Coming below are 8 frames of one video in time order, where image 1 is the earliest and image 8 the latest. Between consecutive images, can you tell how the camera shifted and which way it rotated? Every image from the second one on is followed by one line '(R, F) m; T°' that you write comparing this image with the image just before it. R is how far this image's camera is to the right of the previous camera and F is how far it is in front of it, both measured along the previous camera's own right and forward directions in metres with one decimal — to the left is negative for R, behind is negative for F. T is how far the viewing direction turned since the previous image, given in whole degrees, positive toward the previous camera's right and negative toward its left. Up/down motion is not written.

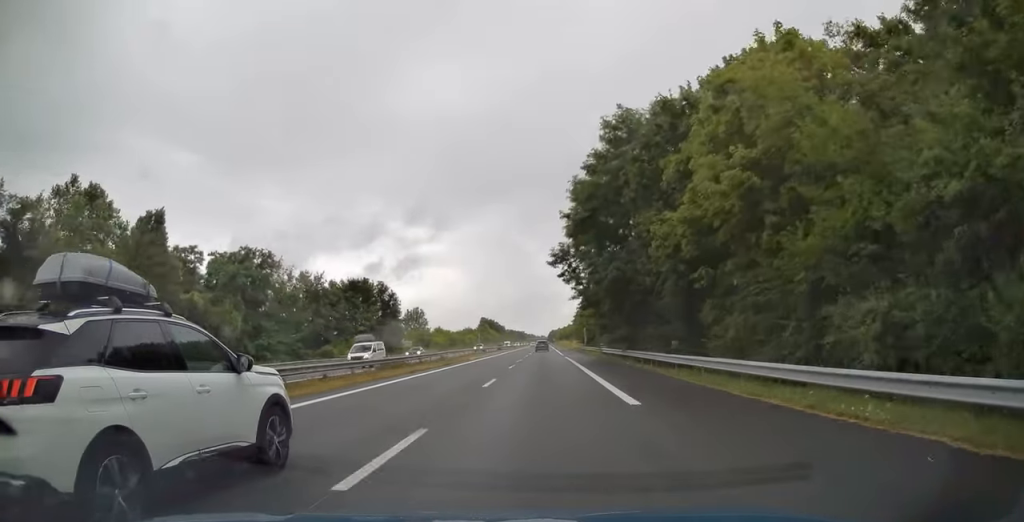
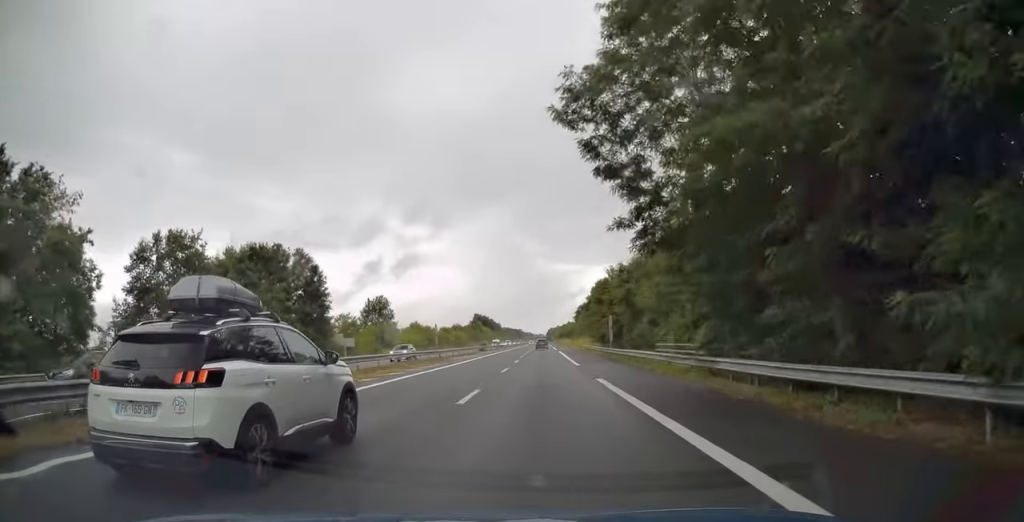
(0.0, +31.3) m; 0°
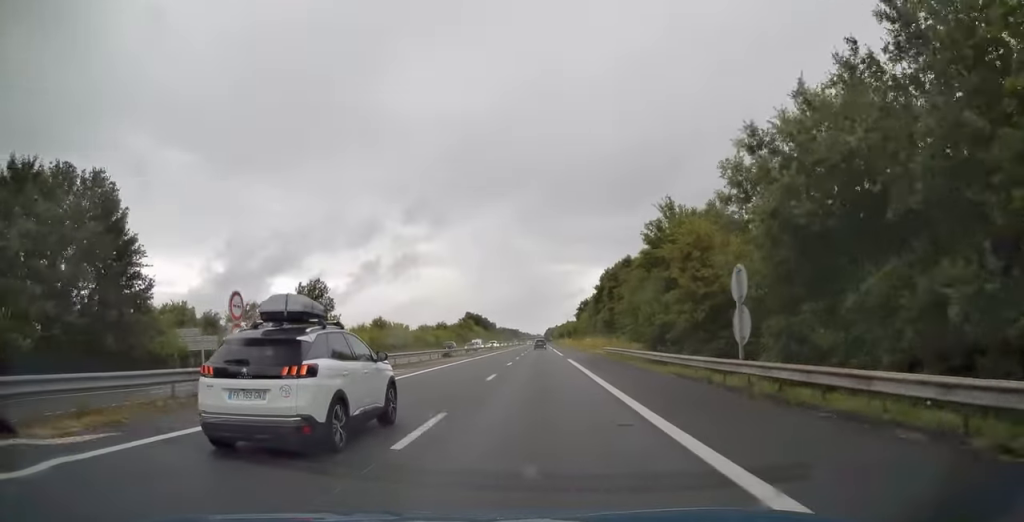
(0.0, +31.8) m; 0°
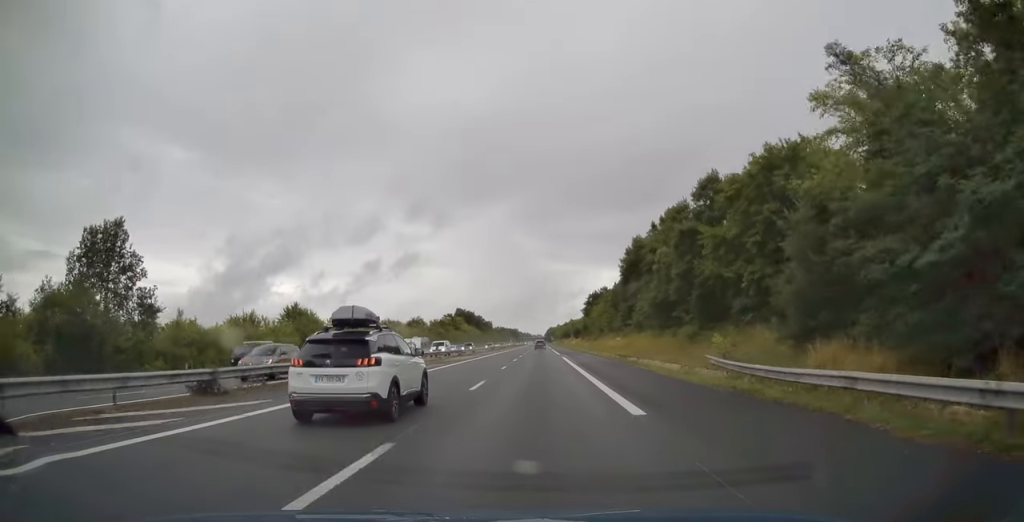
(+0.2, +42.4) m; 0°
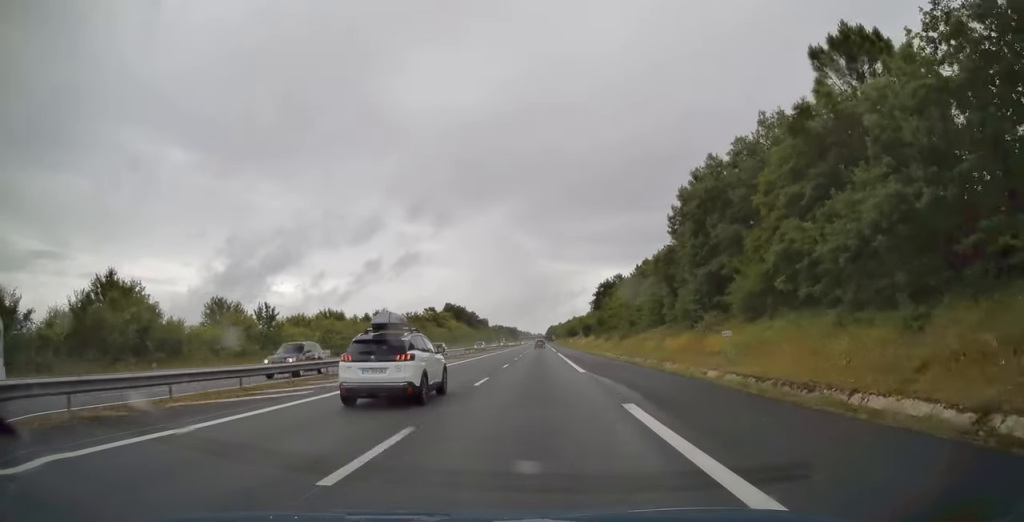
(0.0, +37.5) m; 0°
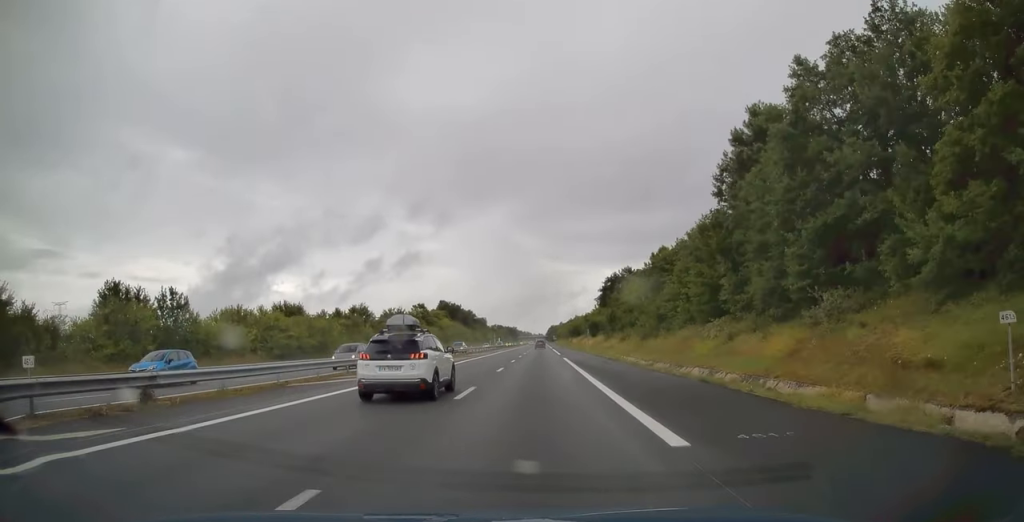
(0.0, +17.2) m; 0°
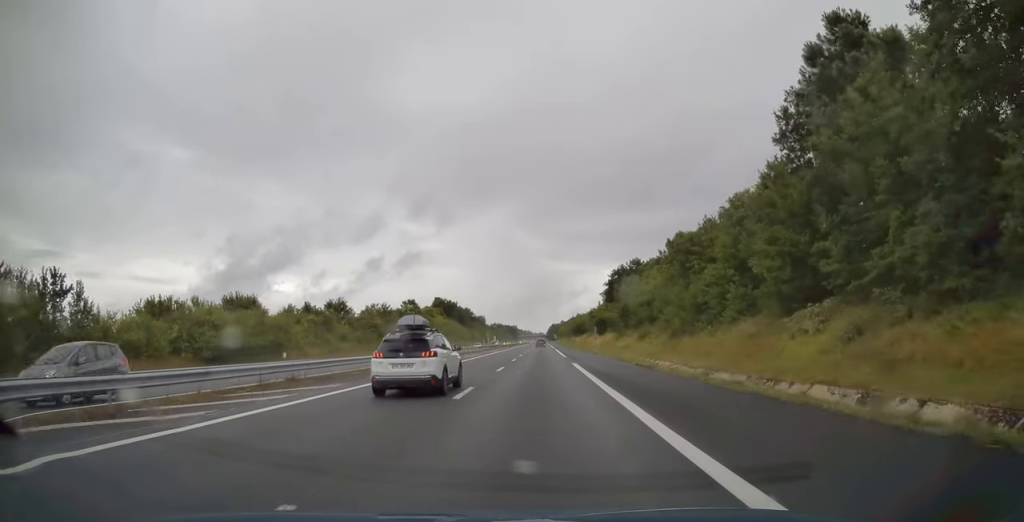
(0.0, +13.4) m; 0°
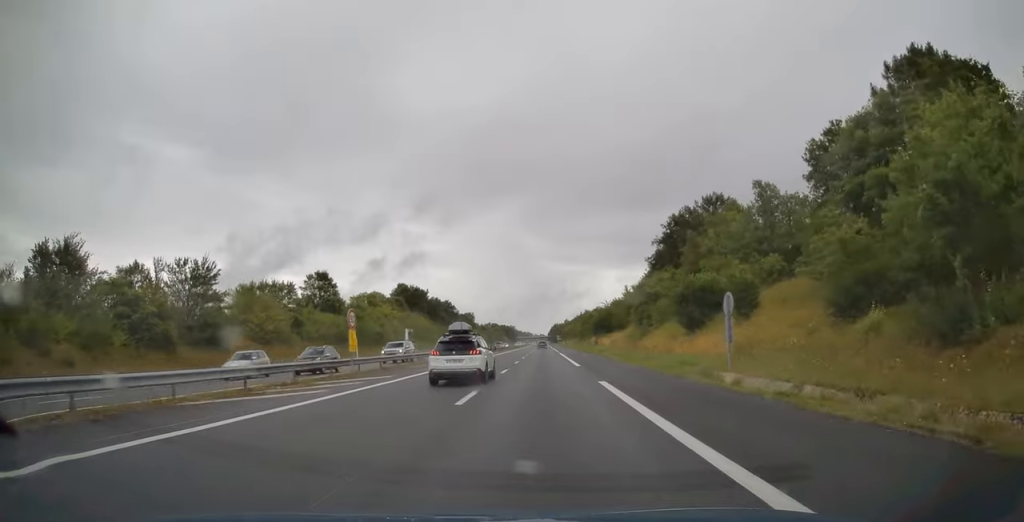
(0.0, +65.5) m; 0°
